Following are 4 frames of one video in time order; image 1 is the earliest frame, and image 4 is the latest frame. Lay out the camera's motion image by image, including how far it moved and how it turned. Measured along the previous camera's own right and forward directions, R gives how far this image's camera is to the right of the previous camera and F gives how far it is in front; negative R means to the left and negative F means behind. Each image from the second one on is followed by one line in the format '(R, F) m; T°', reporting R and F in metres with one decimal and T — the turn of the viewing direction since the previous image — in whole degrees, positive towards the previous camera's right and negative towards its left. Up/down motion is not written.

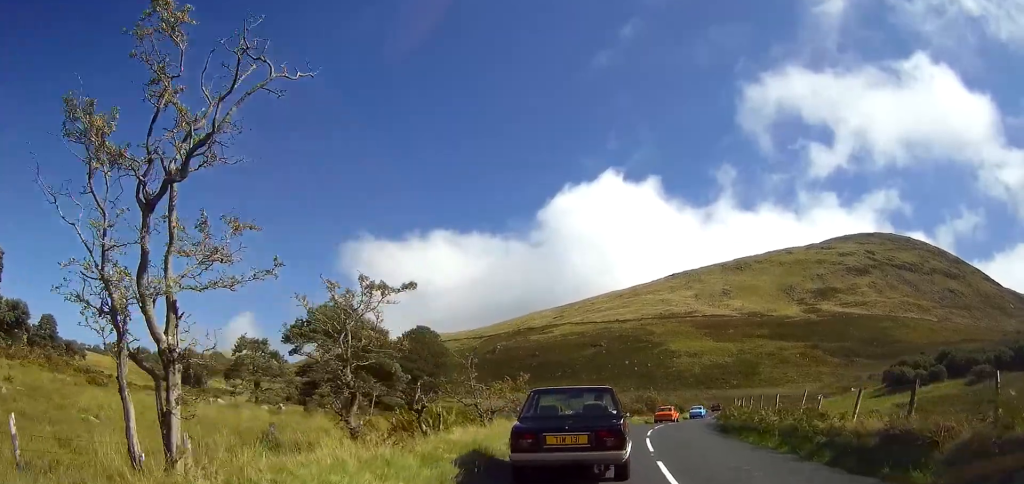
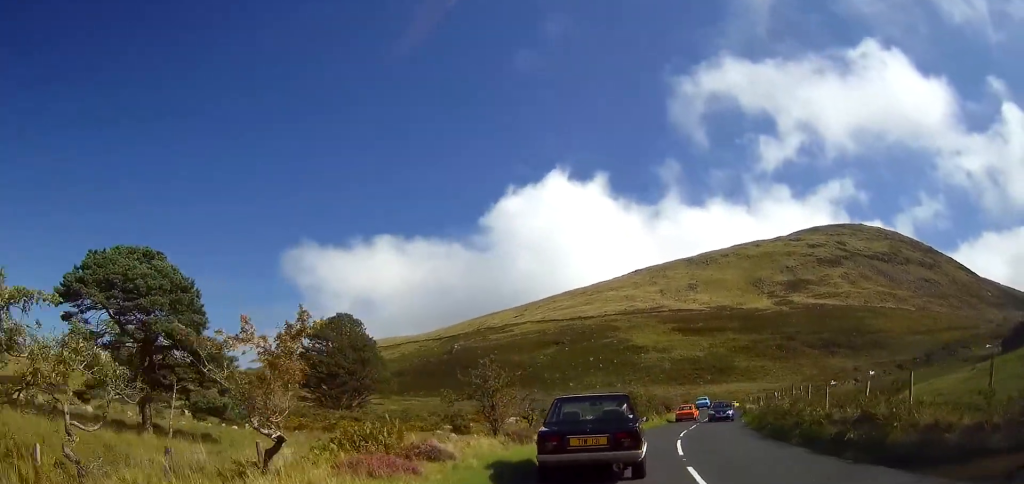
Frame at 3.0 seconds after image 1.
(0.0, +19.0) m; +3°
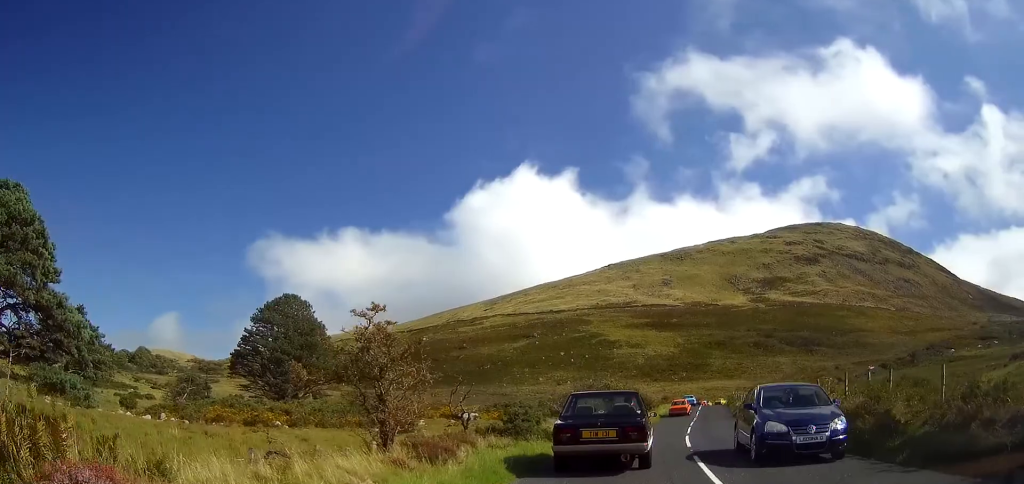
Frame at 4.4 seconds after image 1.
(+0.2, +7.9) m; +2°
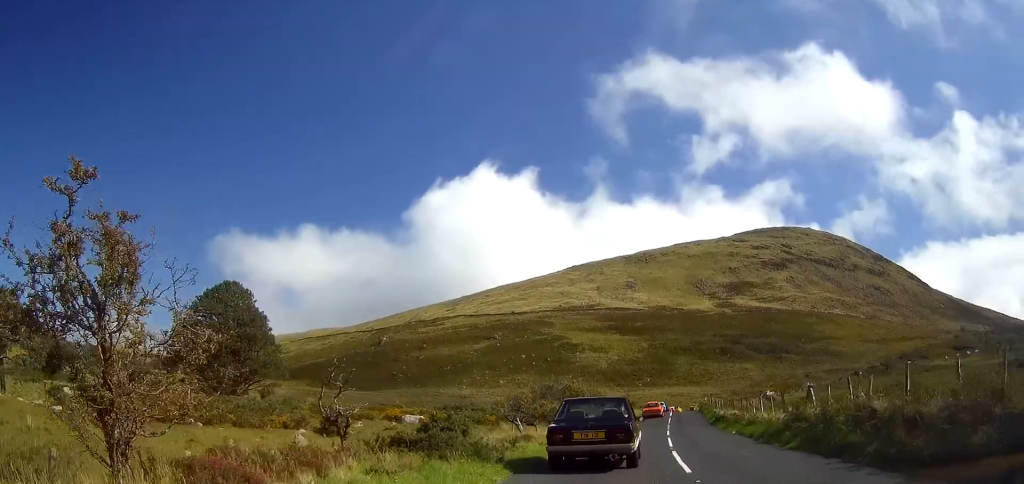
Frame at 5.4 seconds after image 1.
(0.0, +5.9) m; 0°
